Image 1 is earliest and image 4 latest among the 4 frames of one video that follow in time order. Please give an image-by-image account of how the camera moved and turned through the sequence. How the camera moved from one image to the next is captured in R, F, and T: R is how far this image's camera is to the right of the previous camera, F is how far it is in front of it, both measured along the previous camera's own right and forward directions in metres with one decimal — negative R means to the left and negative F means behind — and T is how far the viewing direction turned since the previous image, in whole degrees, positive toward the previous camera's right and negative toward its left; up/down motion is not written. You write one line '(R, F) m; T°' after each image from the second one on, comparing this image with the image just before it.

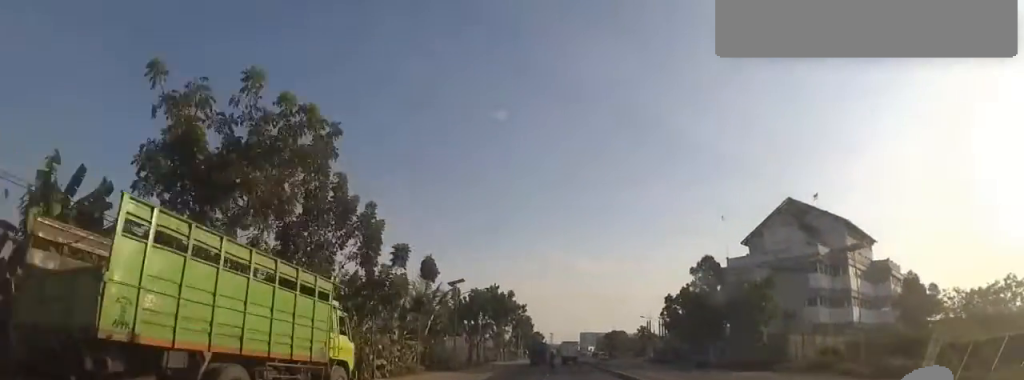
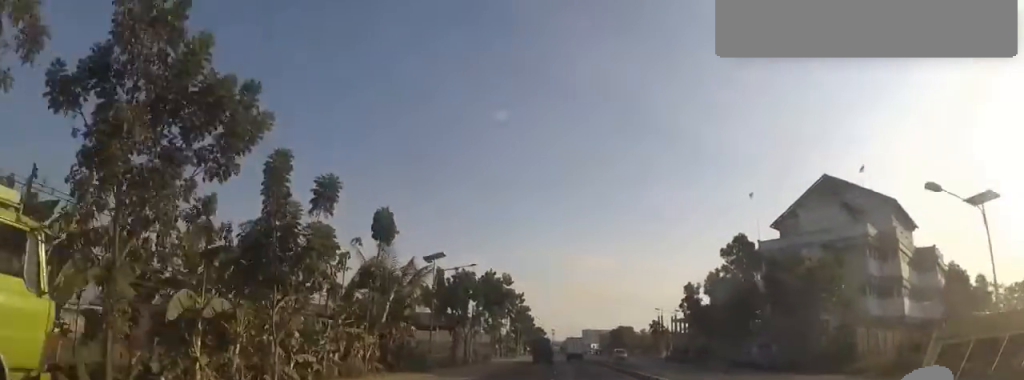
(-0.5, +9.1) m; 0°
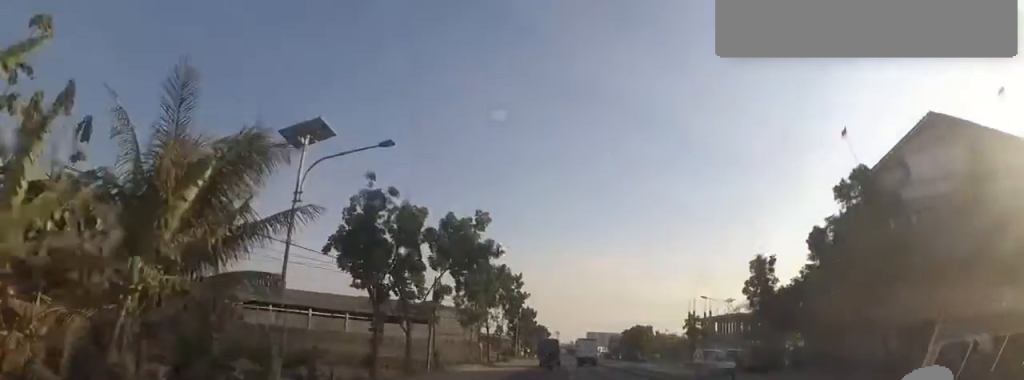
(+0.3, +18.5) m; 0°
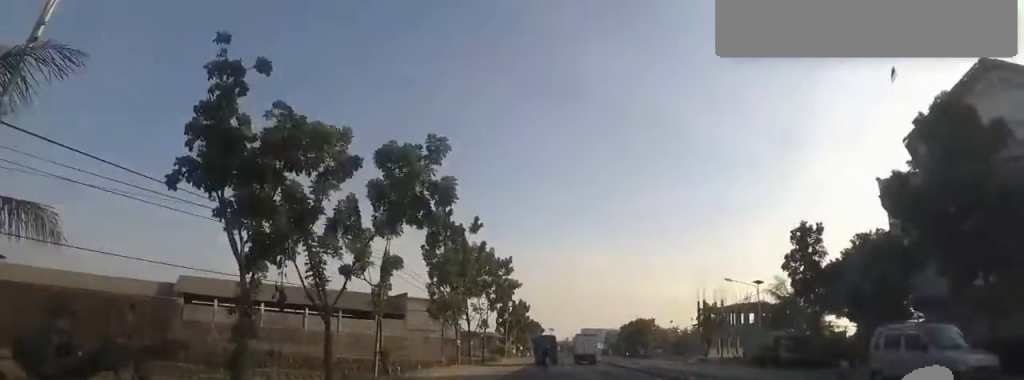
(0.0, +8.3) m; 0°
